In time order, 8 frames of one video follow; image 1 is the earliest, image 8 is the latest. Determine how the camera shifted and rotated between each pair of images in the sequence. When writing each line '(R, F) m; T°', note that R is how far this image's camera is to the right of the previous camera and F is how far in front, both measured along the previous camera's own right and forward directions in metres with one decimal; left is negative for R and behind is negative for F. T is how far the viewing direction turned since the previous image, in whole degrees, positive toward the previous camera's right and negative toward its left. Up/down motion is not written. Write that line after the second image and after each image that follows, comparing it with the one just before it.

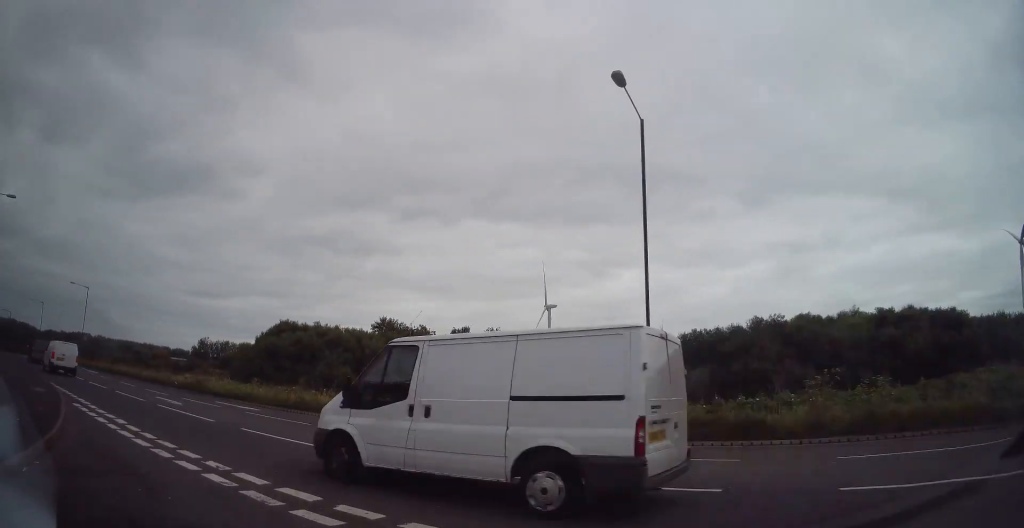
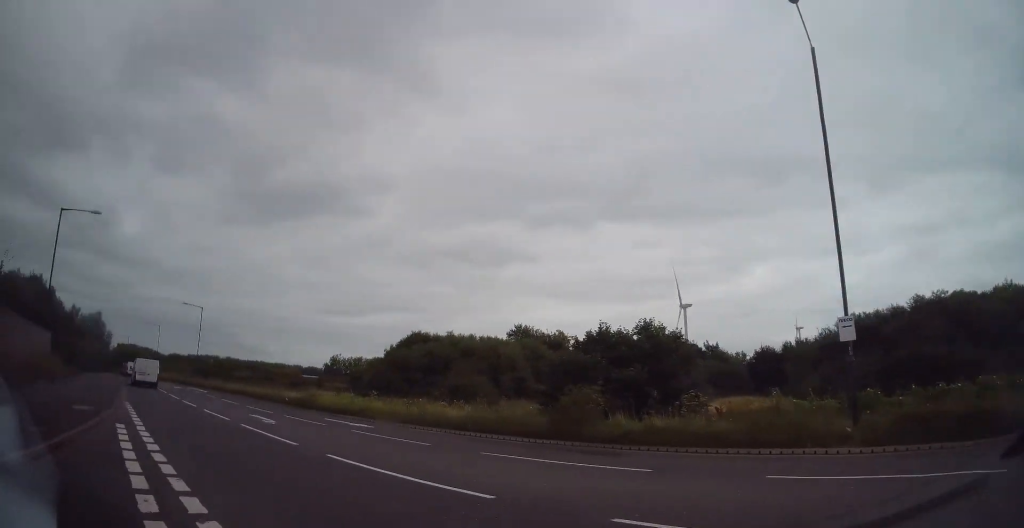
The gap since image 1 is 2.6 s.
(-1.8, +8.1) m; -20°
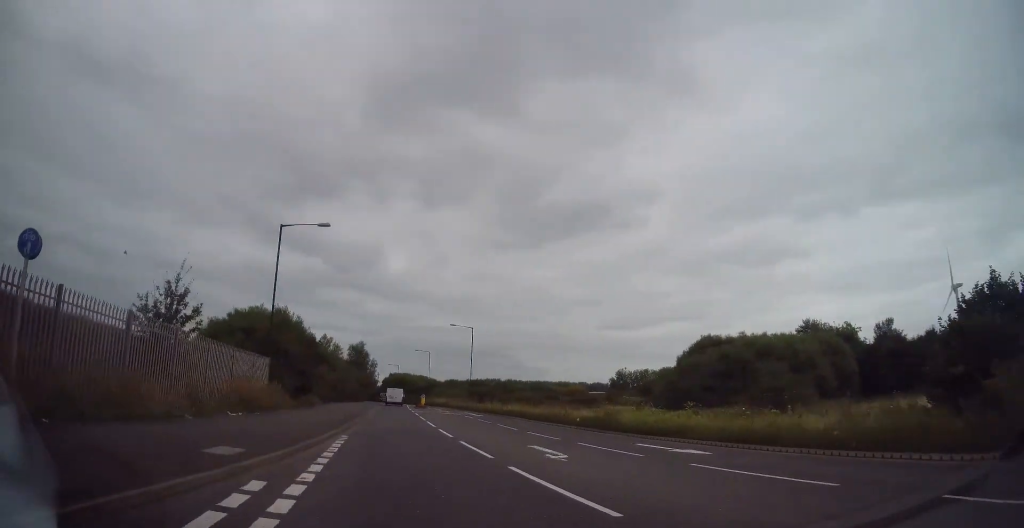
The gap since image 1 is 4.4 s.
(-0.6, +8.1) m; -8°
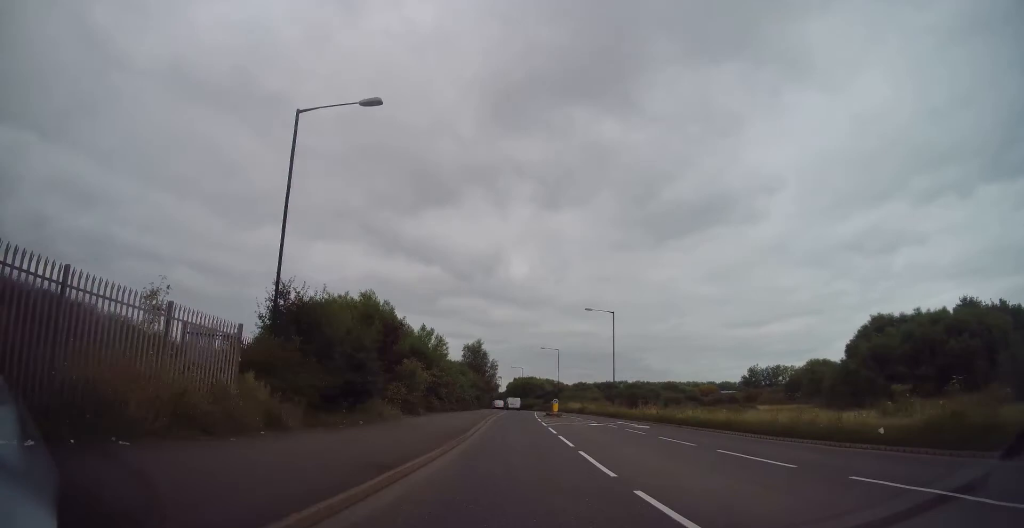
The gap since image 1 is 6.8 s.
(-1.1, +15.7) m; -3°
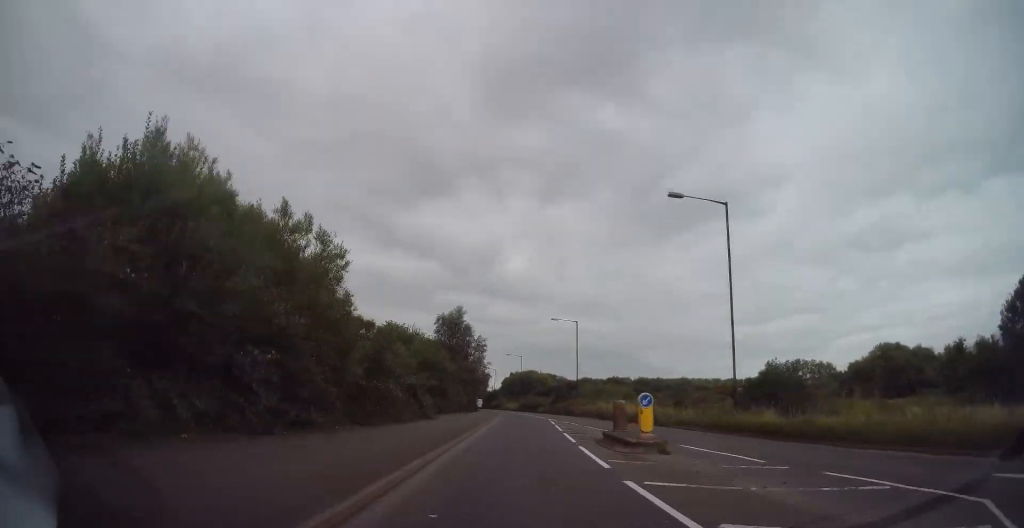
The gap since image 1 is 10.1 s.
(-0.2, +27.7) m; -2°
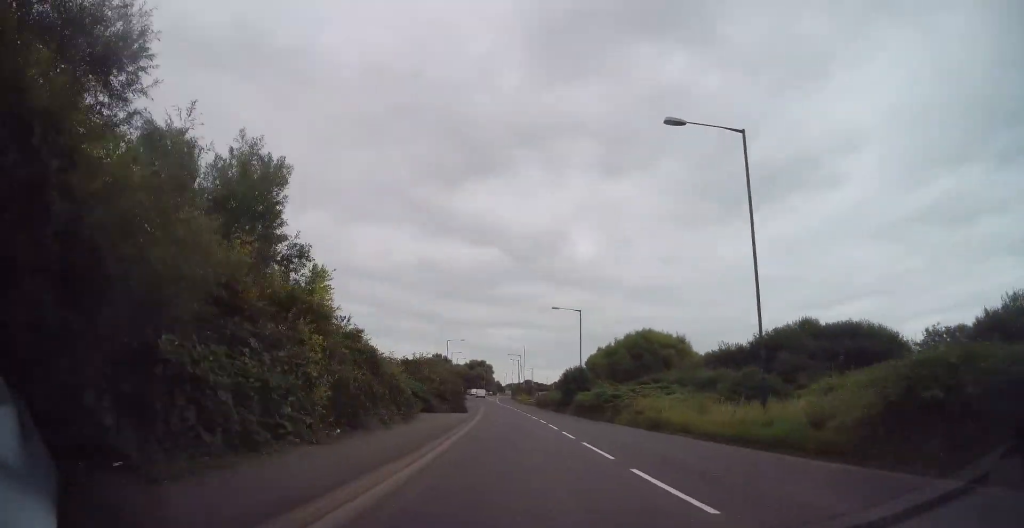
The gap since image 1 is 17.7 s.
(-6.2, +84.7) m; -9°
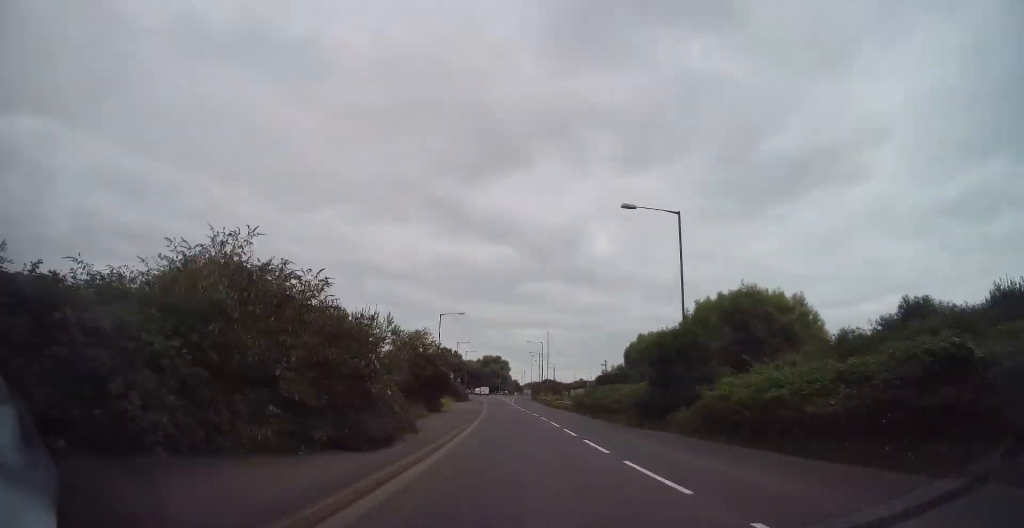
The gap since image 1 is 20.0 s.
(-0.8, +28.2) m; -2°
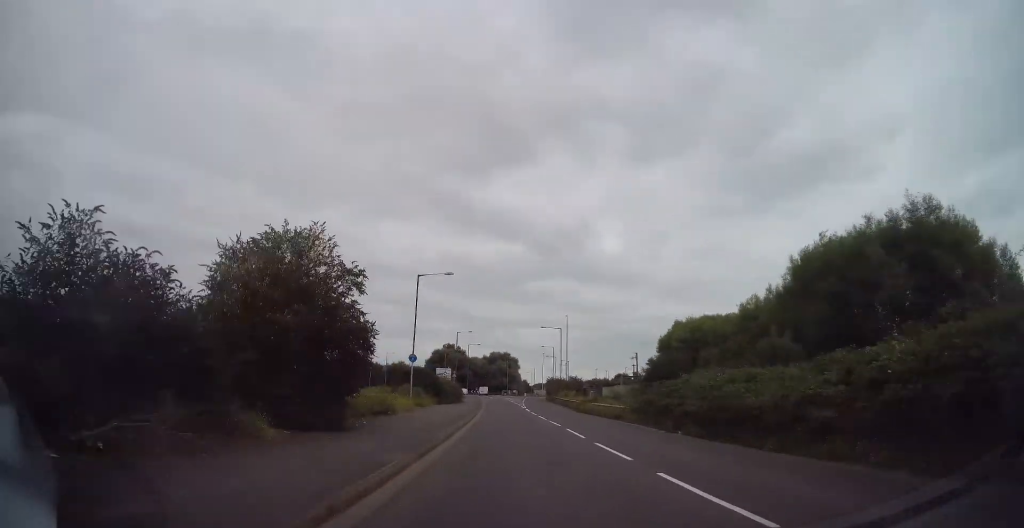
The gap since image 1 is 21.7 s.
(-0.1, +20.7) m; -1°
